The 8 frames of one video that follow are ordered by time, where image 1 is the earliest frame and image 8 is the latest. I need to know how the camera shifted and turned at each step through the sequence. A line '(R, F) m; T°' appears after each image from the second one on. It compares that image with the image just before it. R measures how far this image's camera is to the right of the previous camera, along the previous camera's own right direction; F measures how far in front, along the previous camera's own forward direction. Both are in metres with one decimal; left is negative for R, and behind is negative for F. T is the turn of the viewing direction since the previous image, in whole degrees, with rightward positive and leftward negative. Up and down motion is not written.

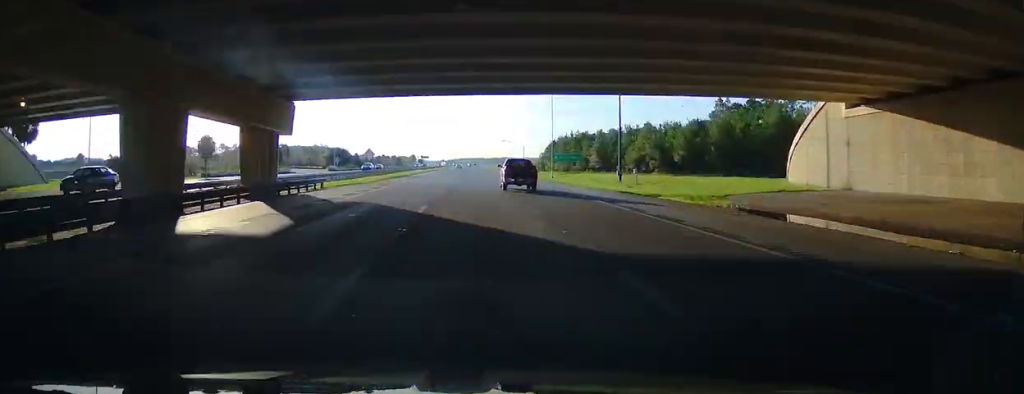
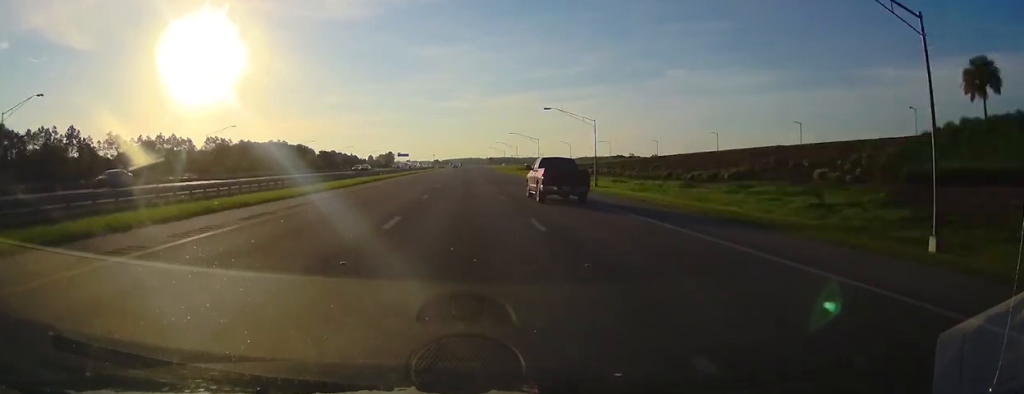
(-0.1, +165.4) m; 0°
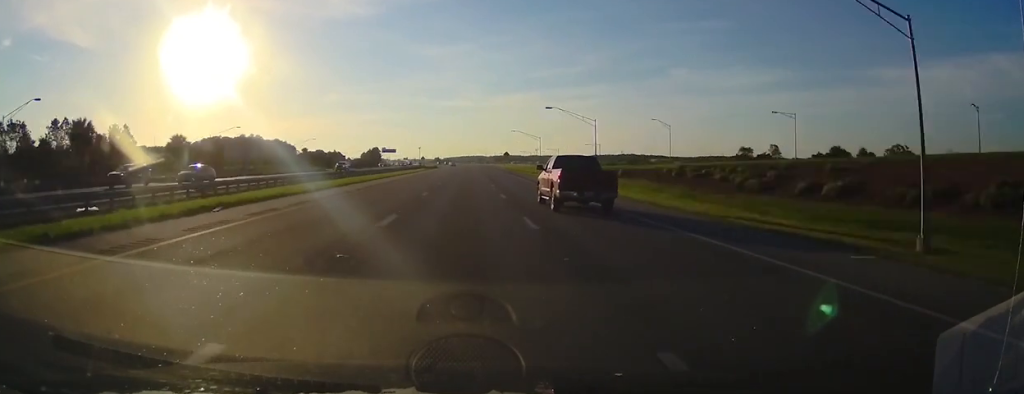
(+0.7, +75.8) m; 0°
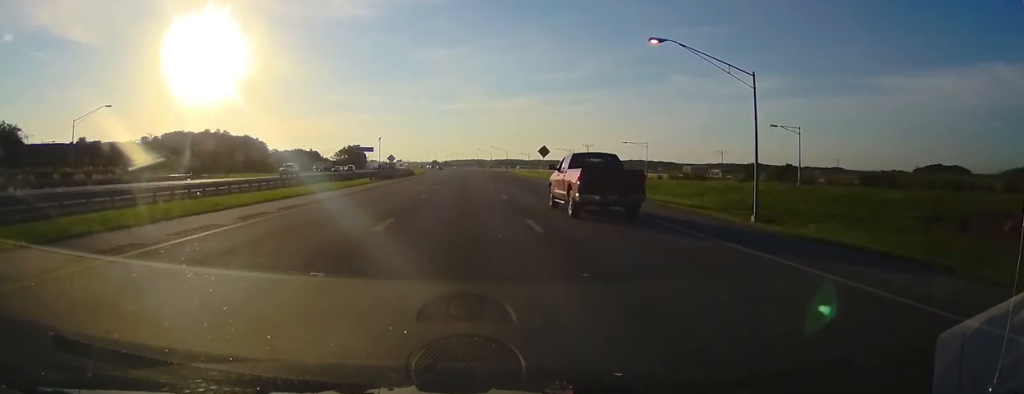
(-0.5, +73.2) m; -1°
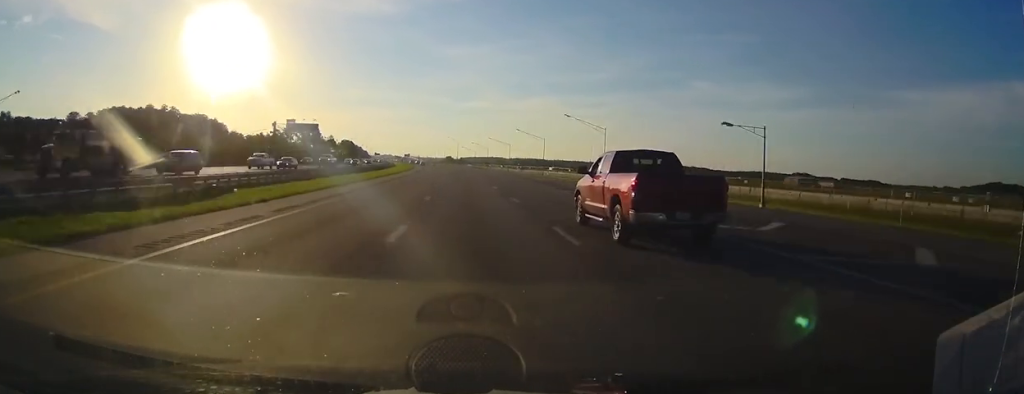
(-2.1, +111.6) m; -3°
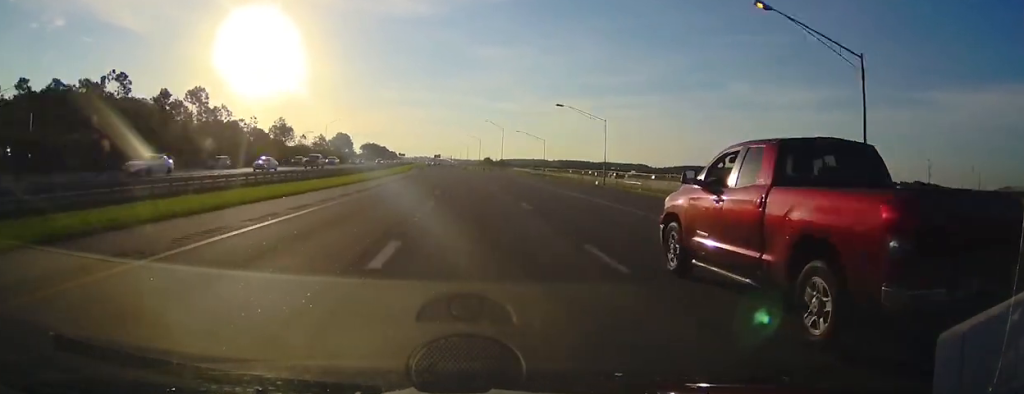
(-3.9, +117.5) m; -3°
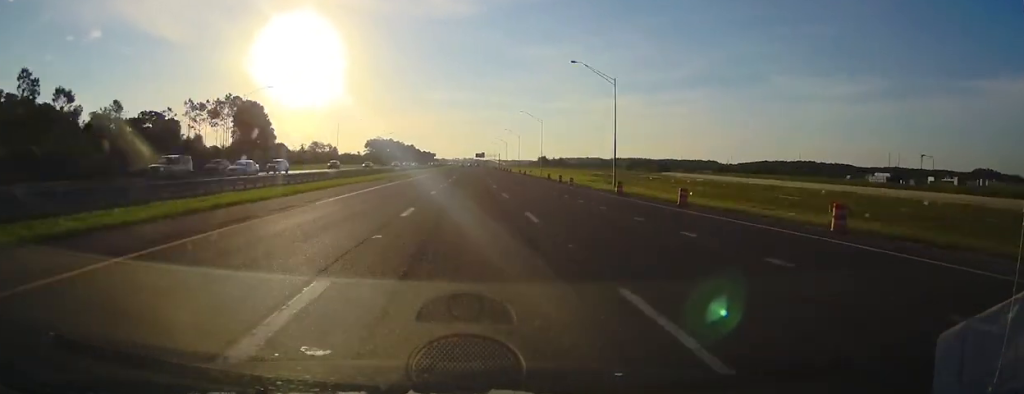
(-6.4, +203.8) m; -2°
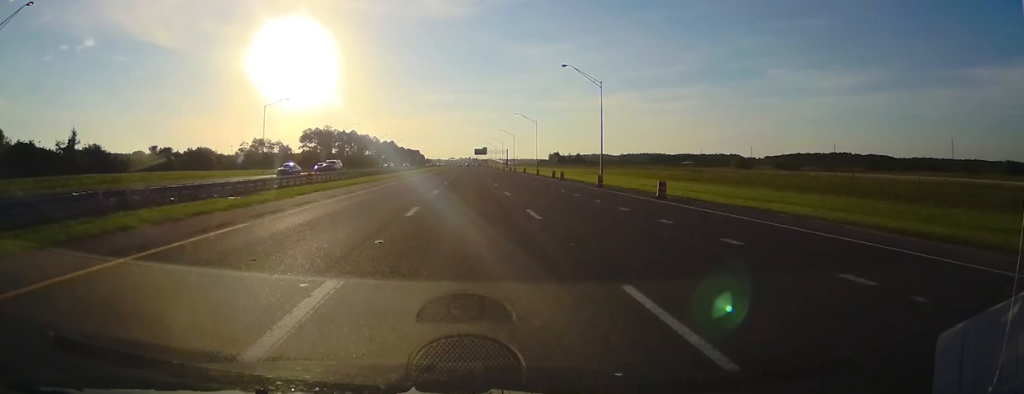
(-0.2, +160.0) m; 0°
